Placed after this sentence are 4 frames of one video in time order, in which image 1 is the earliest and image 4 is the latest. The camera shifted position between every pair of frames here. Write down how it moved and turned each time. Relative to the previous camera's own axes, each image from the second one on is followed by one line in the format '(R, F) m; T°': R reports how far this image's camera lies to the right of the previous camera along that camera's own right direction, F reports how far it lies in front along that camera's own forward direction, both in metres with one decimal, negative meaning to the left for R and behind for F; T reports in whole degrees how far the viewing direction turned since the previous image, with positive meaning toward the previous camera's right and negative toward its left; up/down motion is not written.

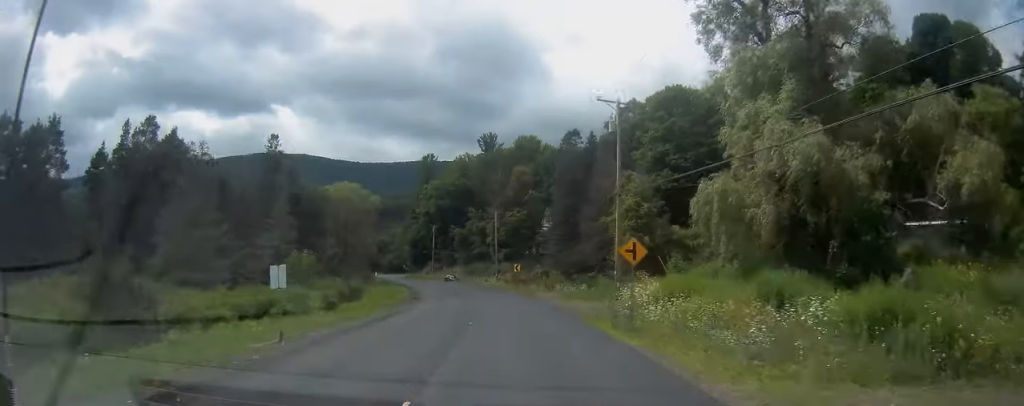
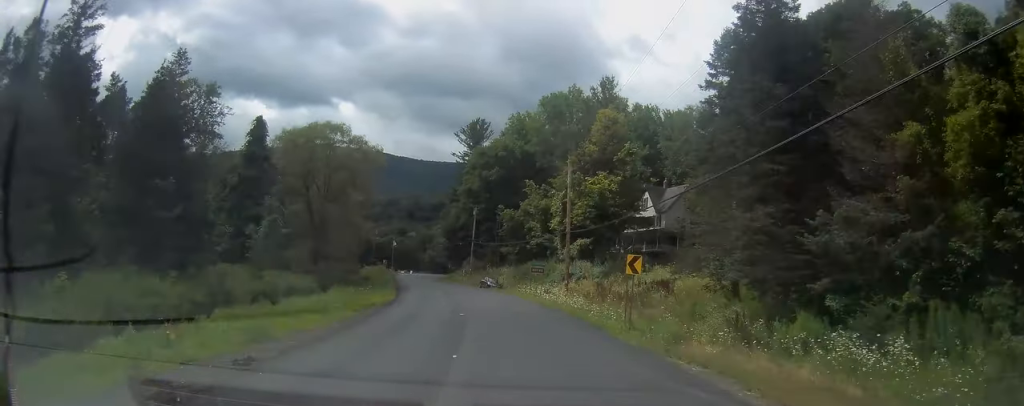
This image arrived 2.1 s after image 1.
(-1.5, +40.7) m; -5°
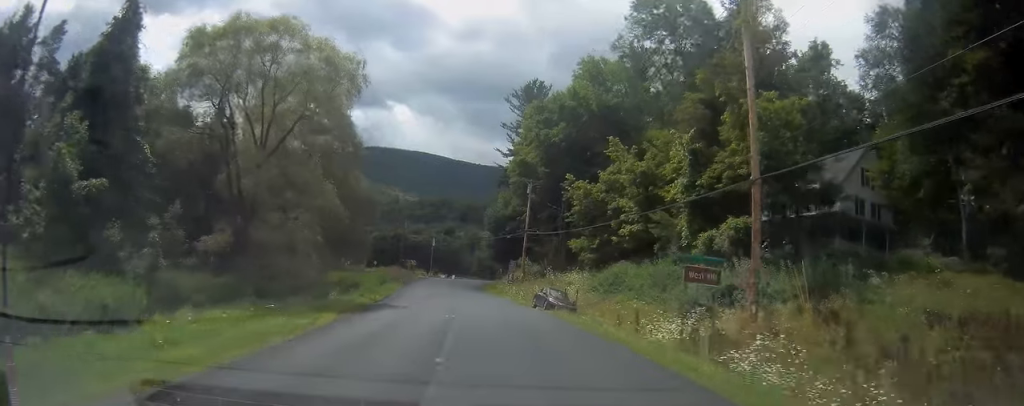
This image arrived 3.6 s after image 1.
(-1.3, +30.3) m; -6°
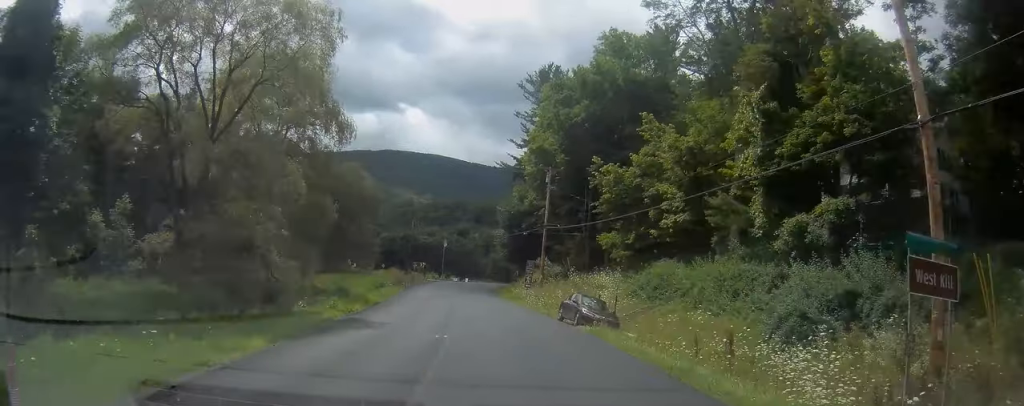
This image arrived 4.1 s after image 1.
(0.0, +8.8) m; -2°
